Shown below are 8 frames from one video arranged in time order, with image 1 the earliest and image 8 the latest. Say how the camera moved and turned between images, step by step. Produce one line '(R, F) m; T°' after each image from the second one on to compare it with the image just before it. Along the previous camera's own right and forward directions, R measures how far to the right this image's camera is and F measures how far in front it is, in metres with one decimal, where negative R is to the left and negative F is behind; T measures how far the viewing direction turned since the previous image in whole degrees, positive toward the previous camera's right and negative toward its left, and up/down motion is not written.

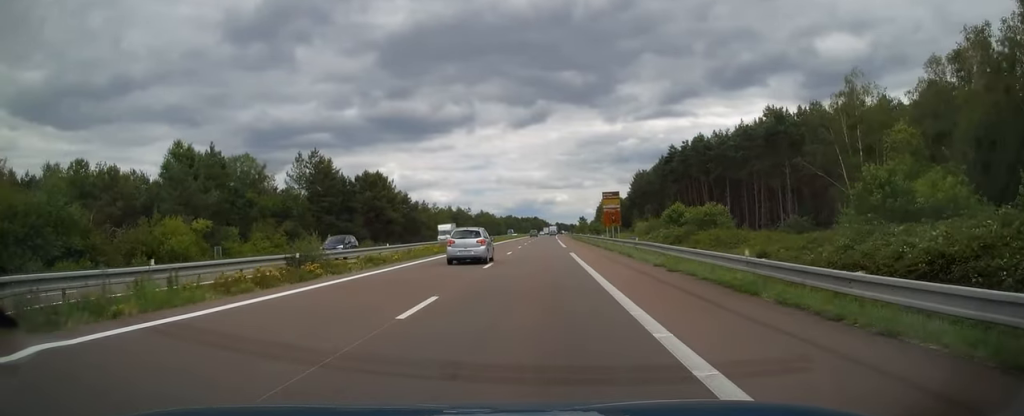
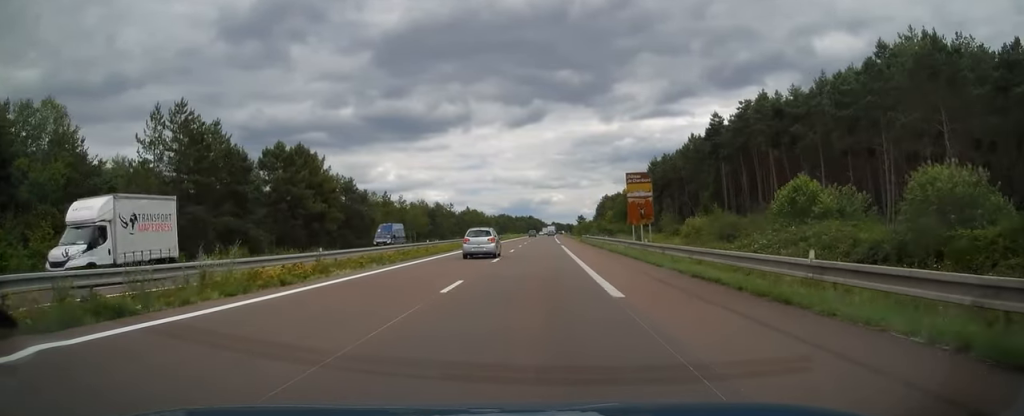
(0.0, +34.8) m; 0°
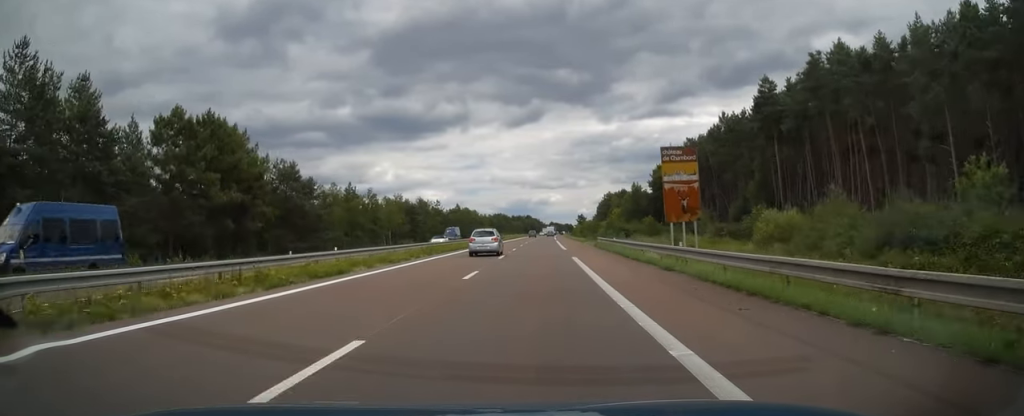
(0.0, +22.1) m; 0°
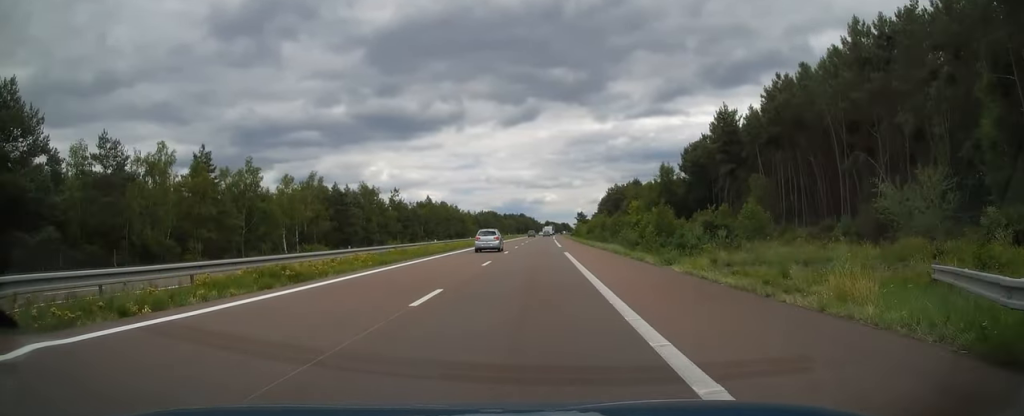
(+0.4, +45.2) m; +1°
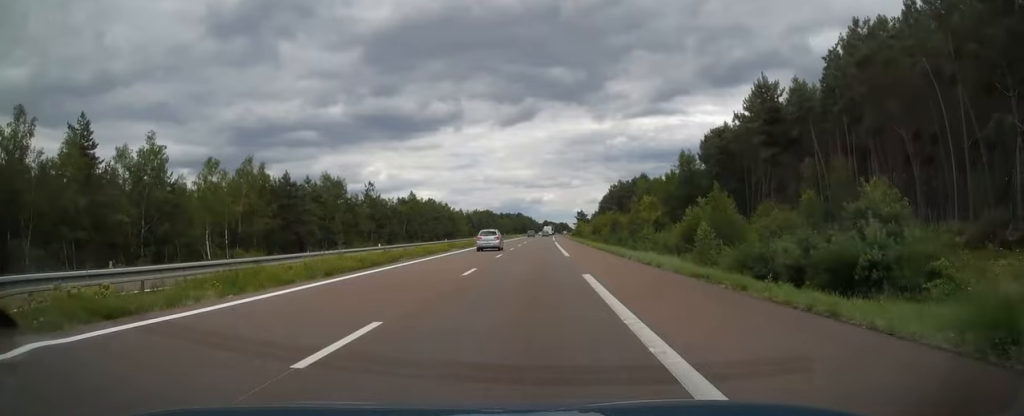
(0.0, +18.2) m; 0°
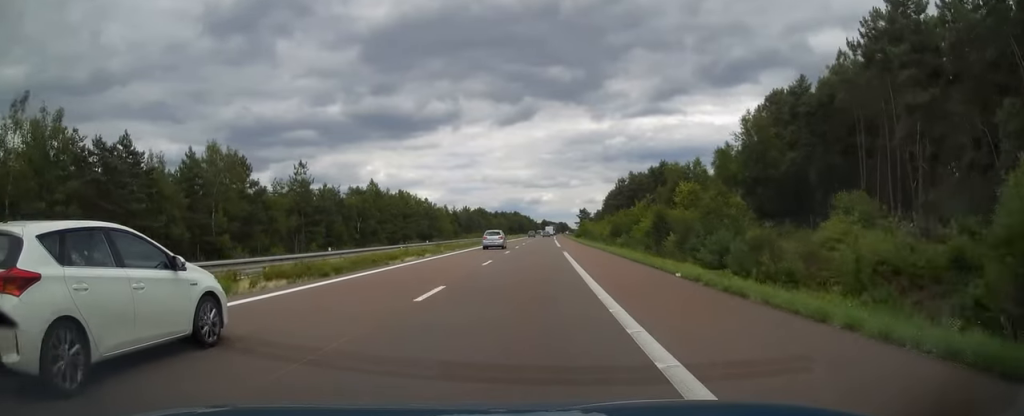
(+0.1, +33.0) m; 0°
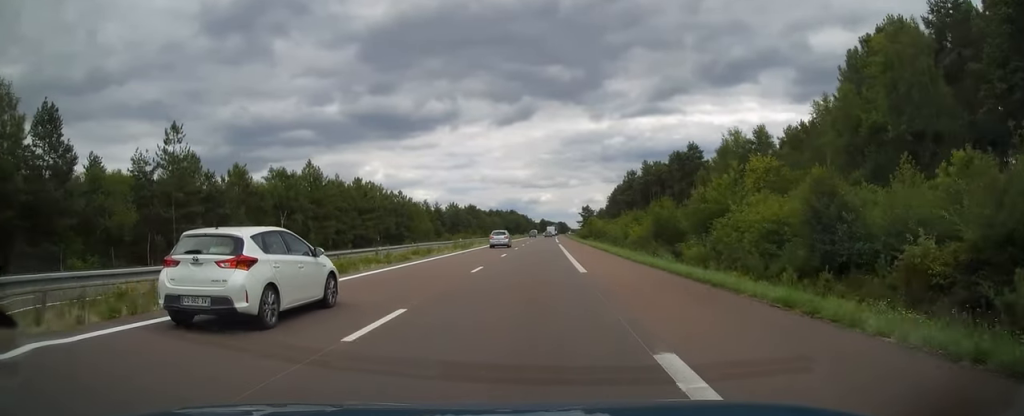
(0.0, +30.6) m; 0°
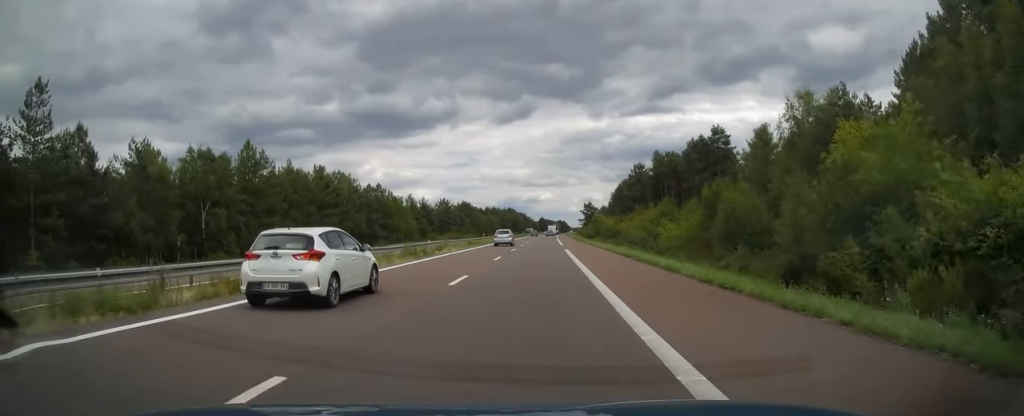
(0.0, +18.2) m; 0°
